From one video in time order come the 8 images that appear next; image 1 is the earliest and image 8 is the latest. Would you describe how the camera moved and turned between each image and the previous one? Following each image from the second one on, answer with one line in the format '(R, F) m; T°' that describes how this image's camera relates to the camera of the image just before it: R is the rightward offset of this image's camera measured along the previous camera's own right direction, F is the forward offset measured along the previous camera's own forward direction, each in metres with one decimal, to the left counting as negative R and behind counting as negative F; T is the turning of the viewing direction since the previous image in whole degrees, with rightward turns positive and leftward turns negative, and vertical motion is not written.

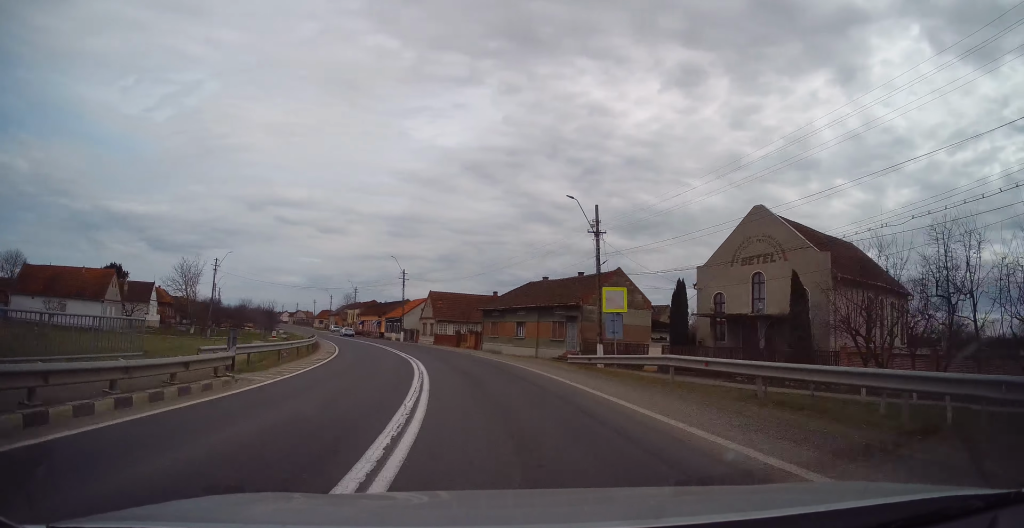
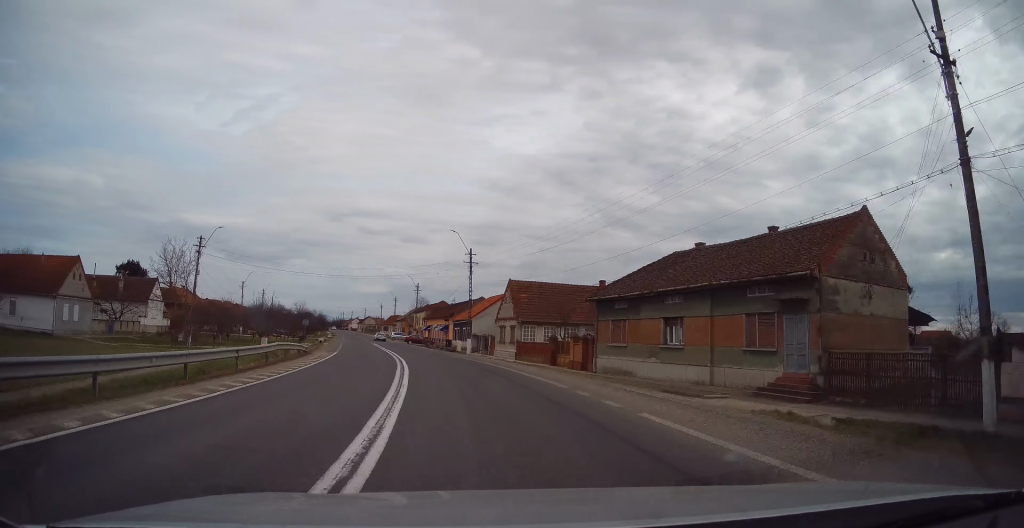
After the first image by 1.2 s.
(-1.1, +22.4) m; -7°
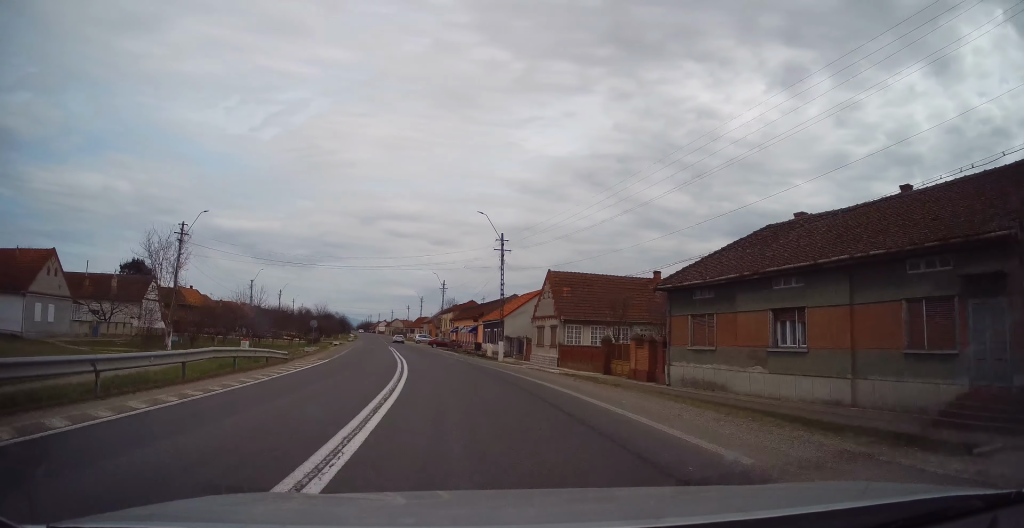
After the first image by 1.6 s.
(-0.1, +8.1) m; -3°
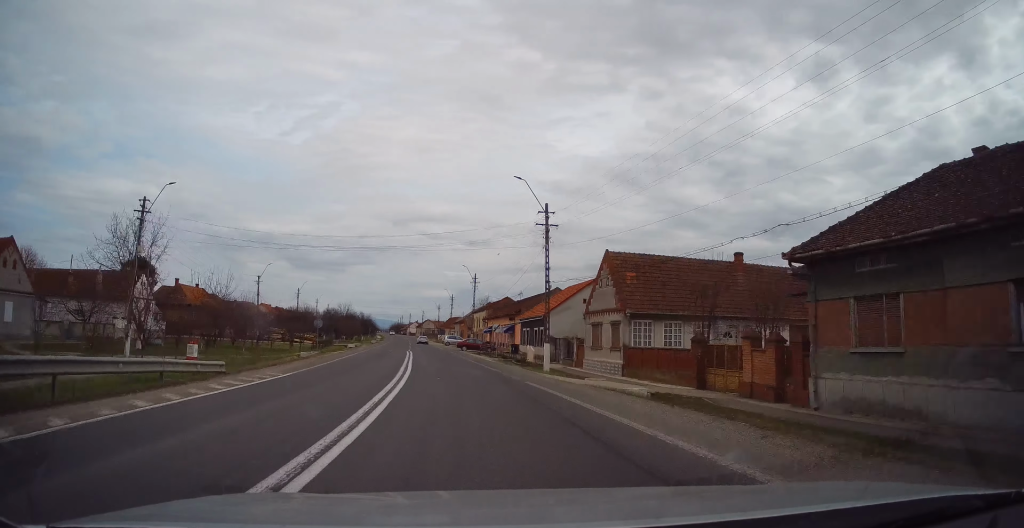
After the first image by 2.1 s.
(-0.5, +9.5) m; -4°
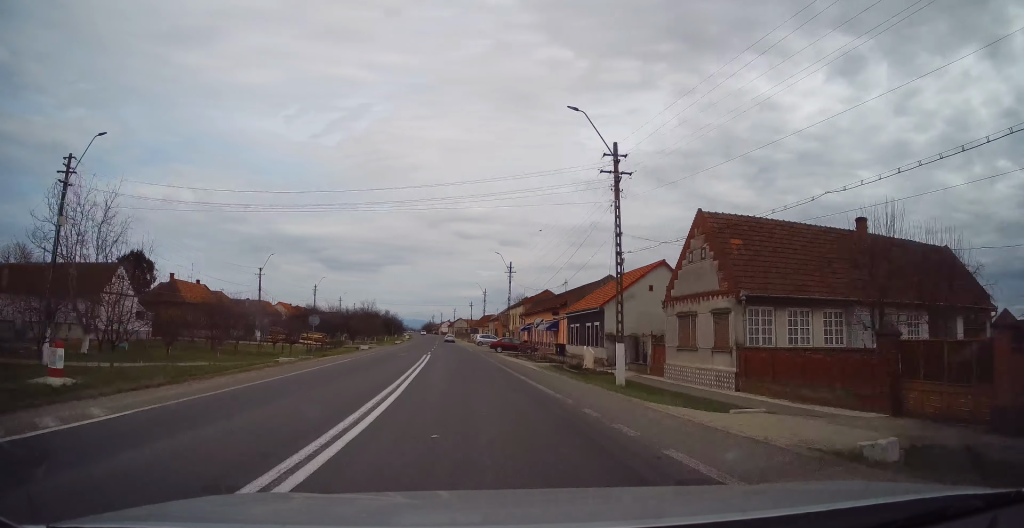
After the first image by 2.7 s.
(-0.3, +10.1) m; -4°
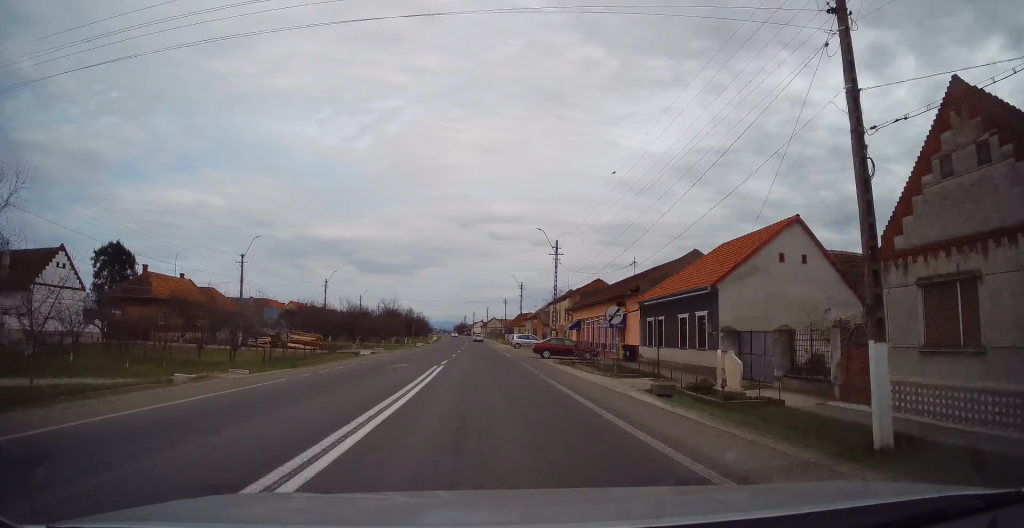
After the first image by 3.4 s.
(-0.6, +13.4) m; -4°
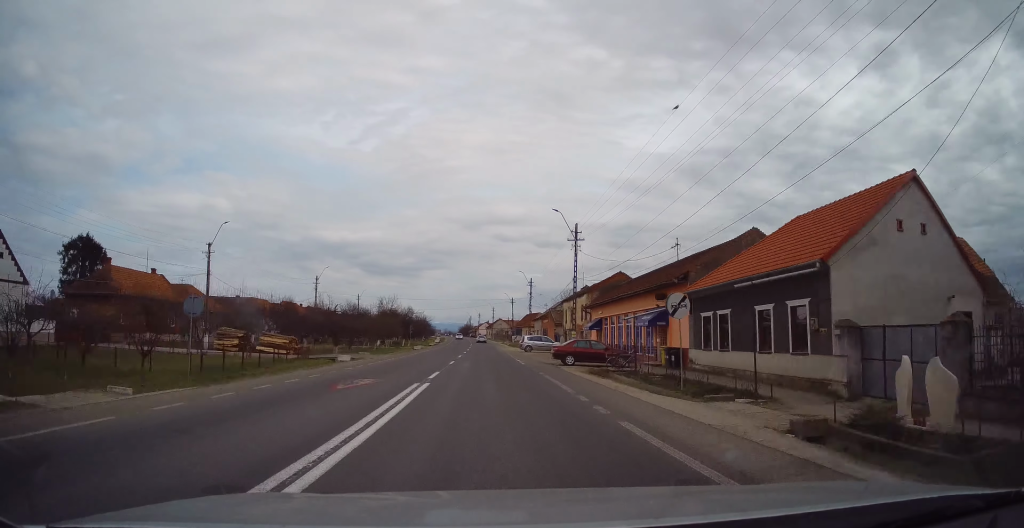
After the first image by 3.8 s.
(-0.2, +7.7) m; -1°
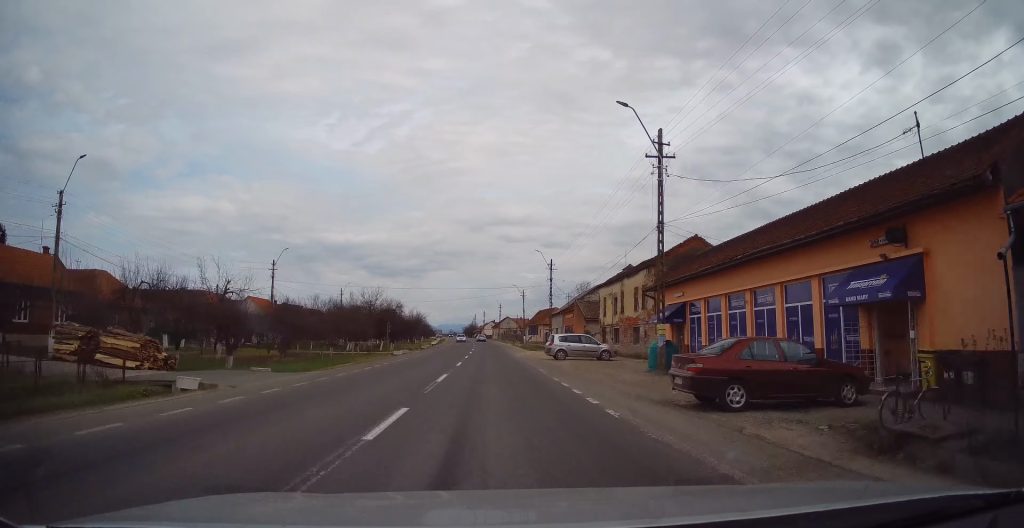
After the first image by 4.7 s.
(-0.4, +18.7) m; -1°
